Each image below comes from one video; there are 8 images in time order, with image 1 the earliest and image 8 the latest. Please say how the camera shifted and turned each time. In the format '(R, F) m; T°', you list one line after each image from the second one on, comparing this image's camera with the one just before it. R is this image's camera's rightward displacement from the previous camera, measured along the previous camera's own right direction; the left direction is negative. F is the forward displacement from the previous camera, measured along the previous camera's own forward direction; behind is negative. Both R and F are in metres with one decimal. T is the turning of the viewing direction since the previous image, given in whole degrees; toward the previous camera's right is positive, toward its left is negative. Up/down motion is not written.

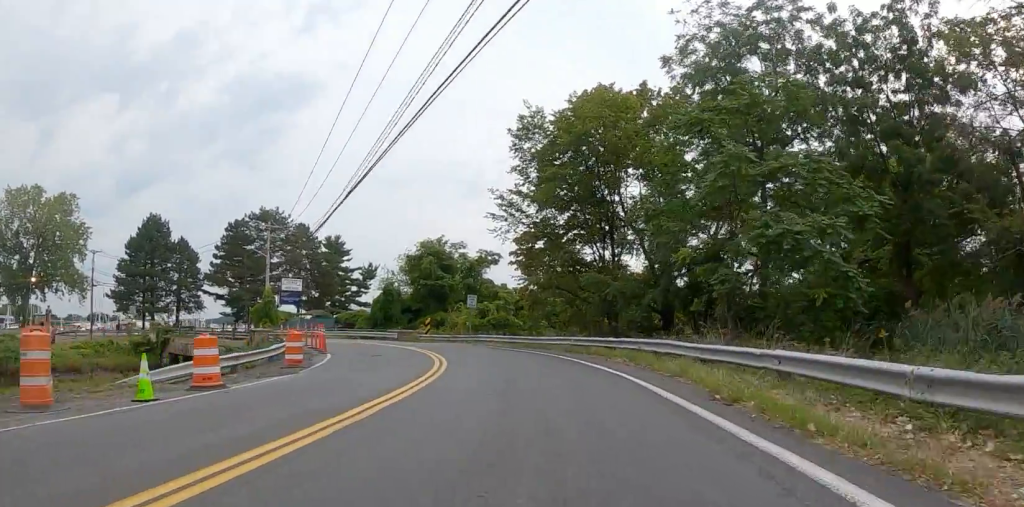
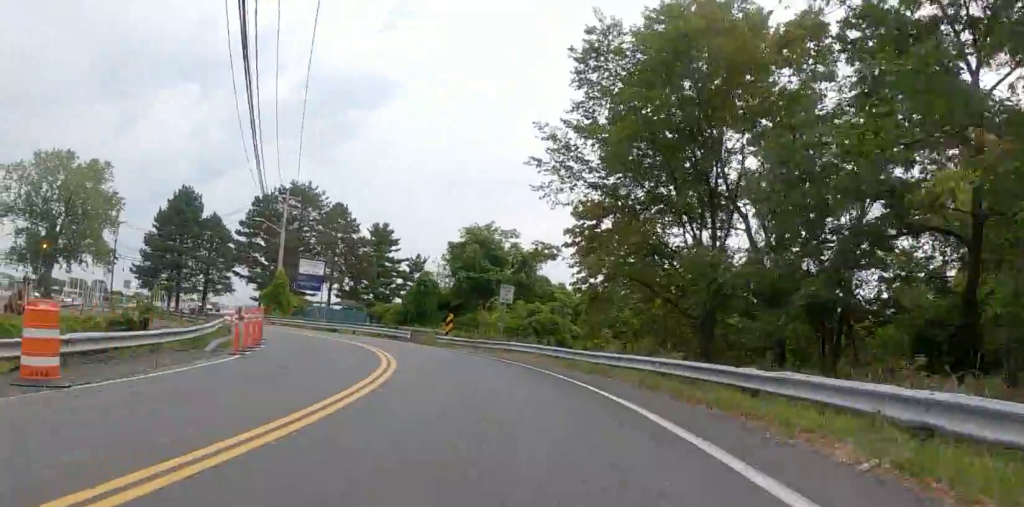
(-1.1, +10.5) m; -6°
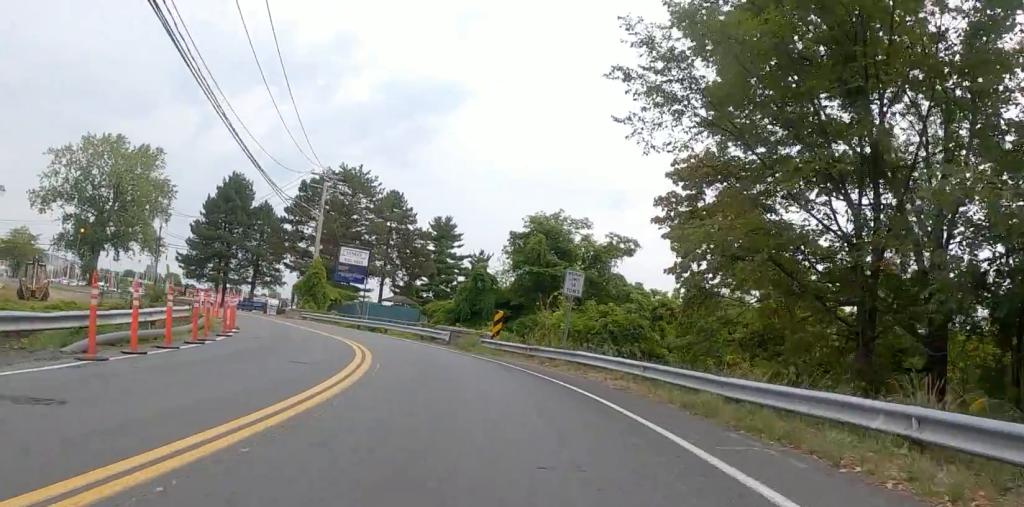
(-0.1, +7.3) m; -5°
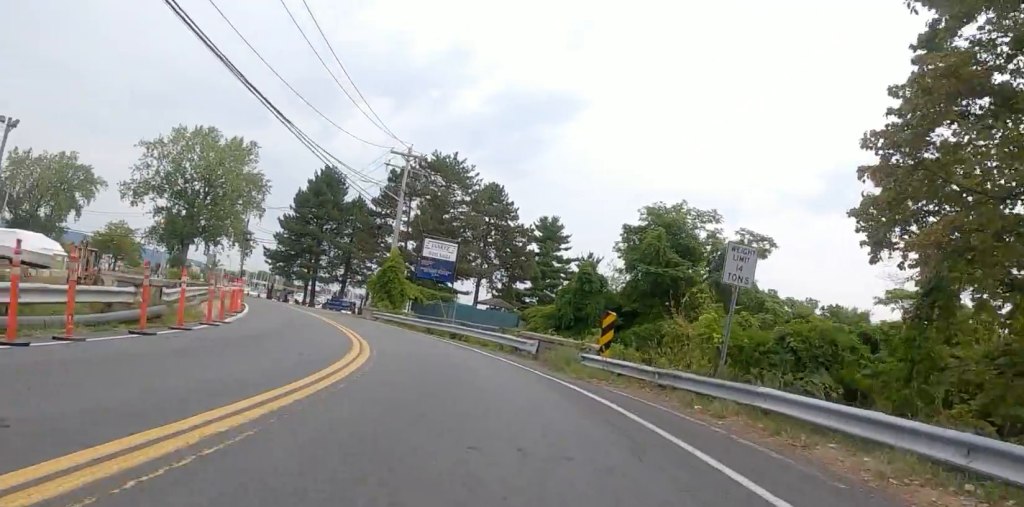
(-0.5, +7.6) m; -7°
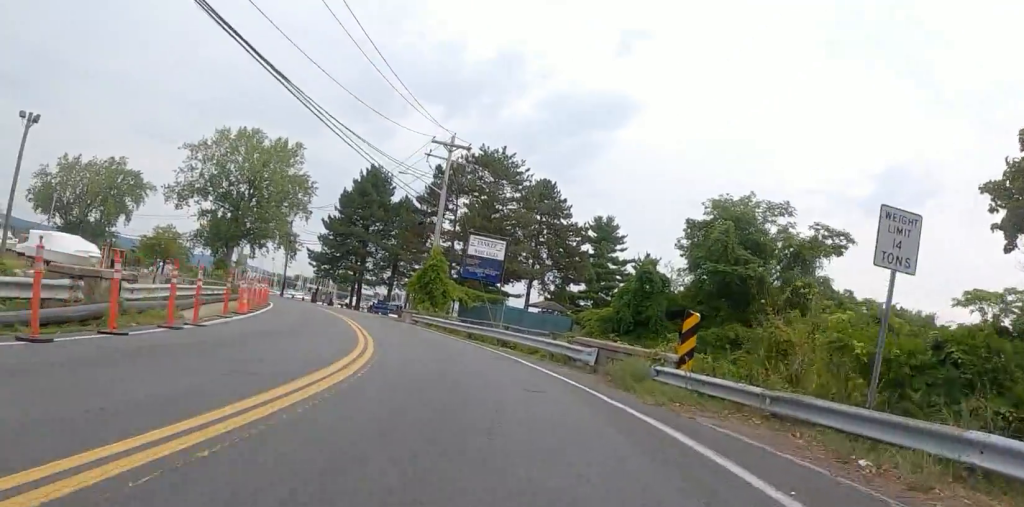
(-0.1, +3.6) m; -3°
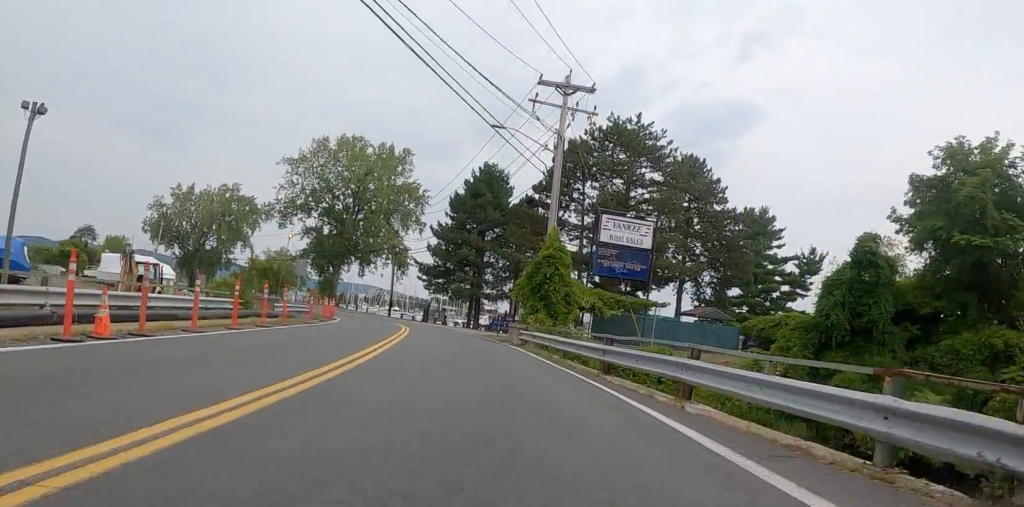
(-1.4, +11.6) m; -18°
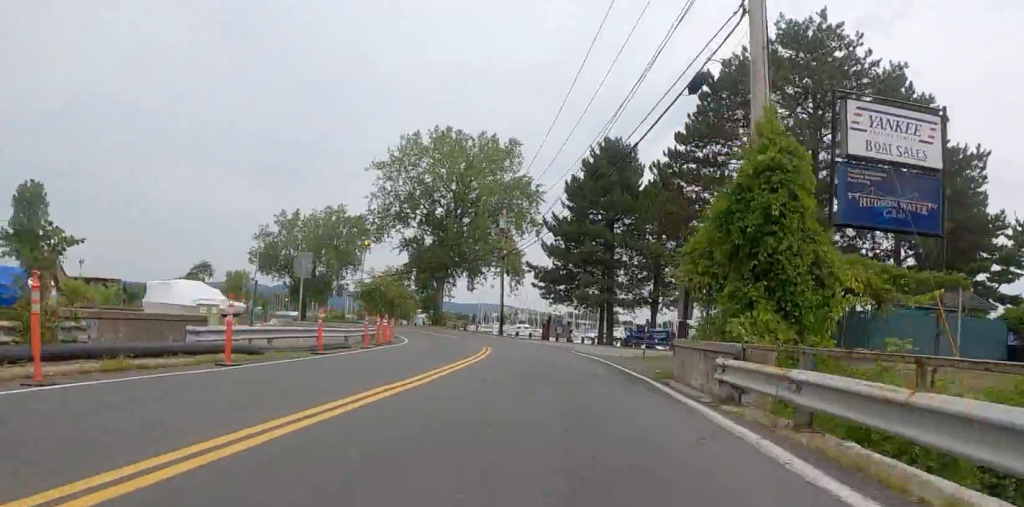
(-3.1, +13.8) m; -18°
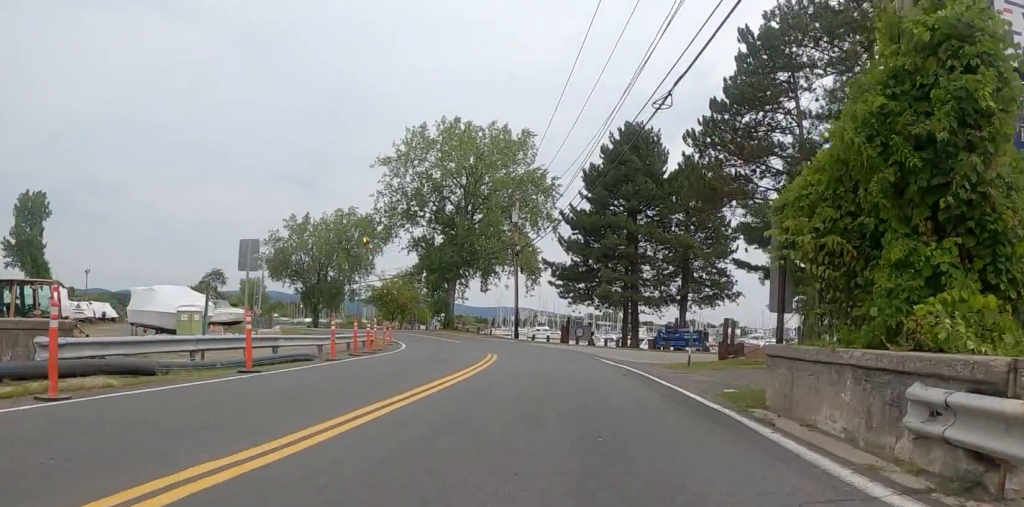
(0.0, +4.6) m; 0°
